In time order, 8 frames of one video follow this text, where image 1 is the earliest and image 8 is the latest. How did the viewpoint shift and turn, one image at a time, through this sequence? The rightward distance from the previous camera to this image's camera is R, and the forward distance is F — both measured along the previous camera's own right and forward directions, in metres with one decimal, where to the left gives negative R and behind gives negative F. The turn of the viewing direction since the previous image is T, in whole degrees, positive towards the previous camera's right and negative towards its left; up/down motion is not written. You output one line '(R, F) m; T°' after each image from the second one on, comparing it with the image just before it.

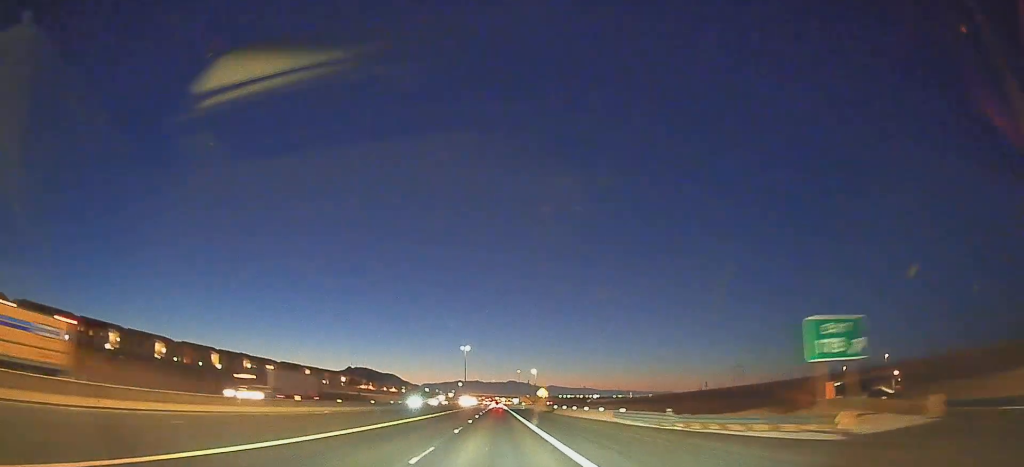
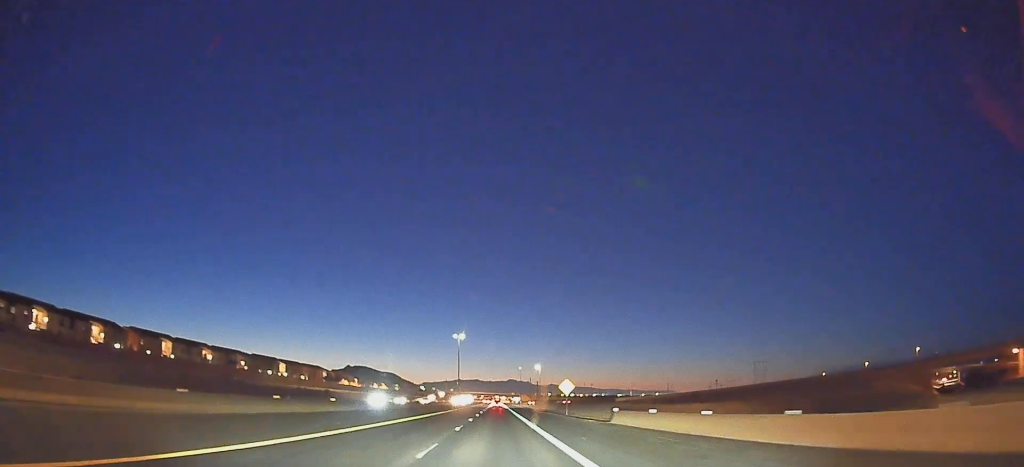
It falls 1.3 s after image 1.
(0.0, +35.0) m; 0°
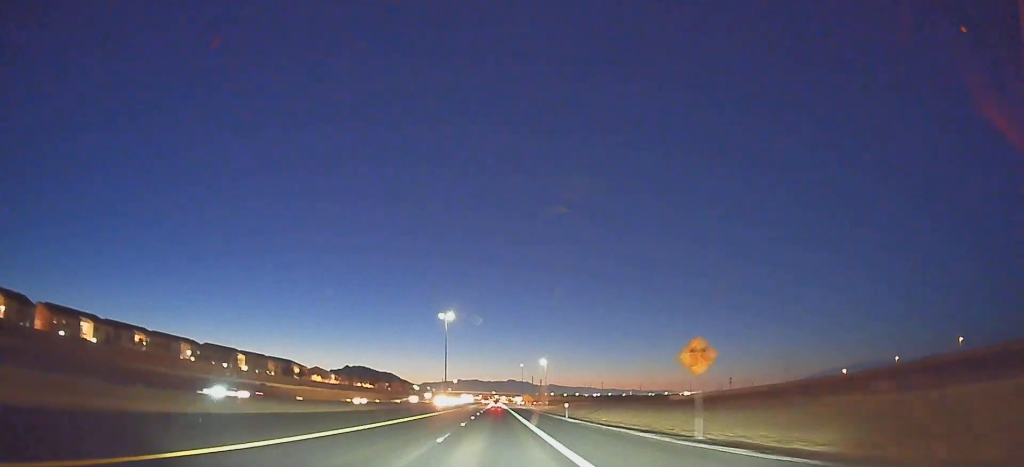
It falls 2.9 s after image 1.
(0.0, +43.0) m; 0°
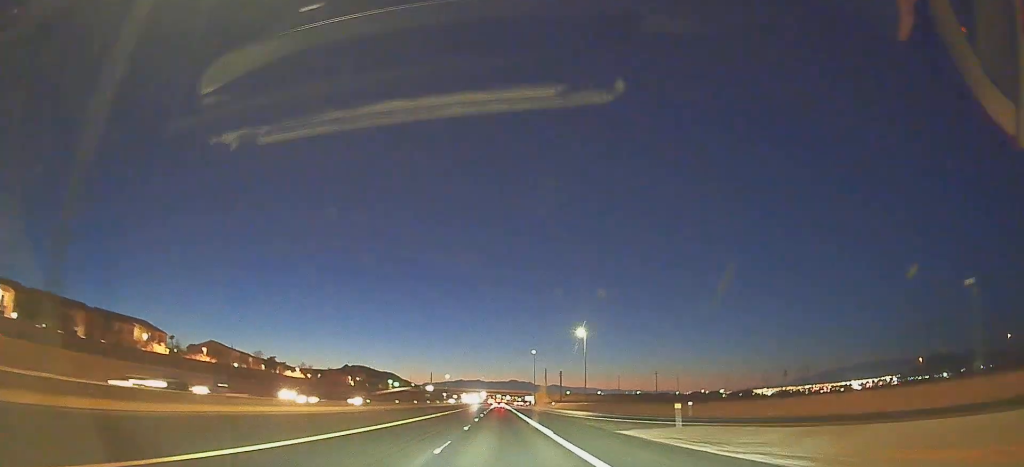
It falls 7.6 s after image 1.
(-0.2, +126.2) m; +1°
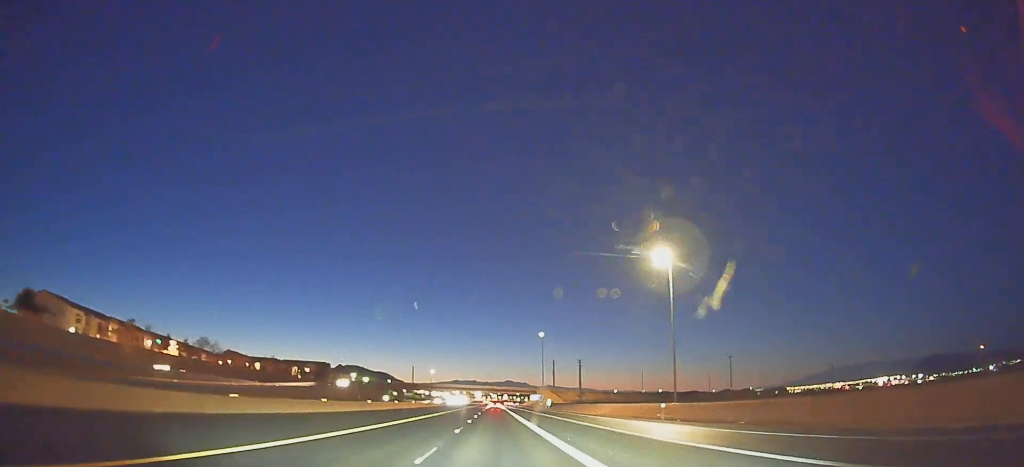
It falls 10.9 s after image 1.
(+1.5, +88.3) m; +1°
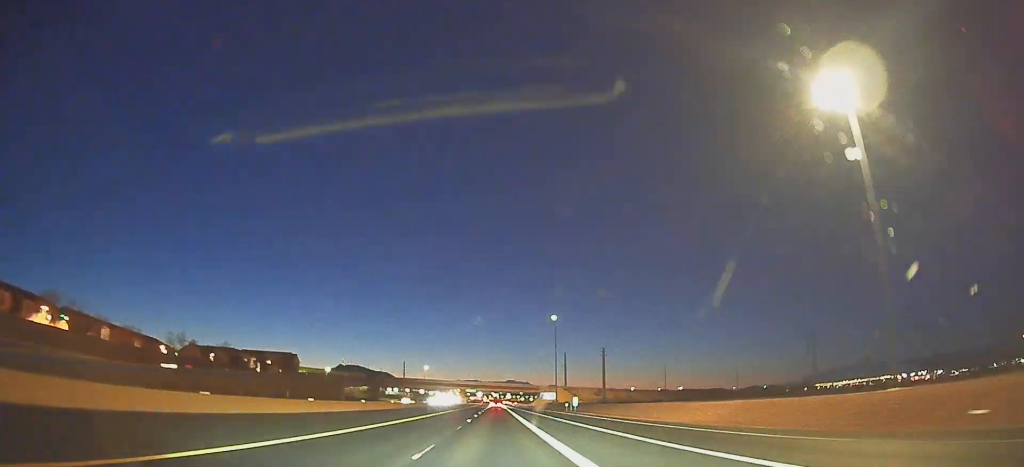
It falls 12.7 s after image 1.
(-0.3, +48.2) m; -1°
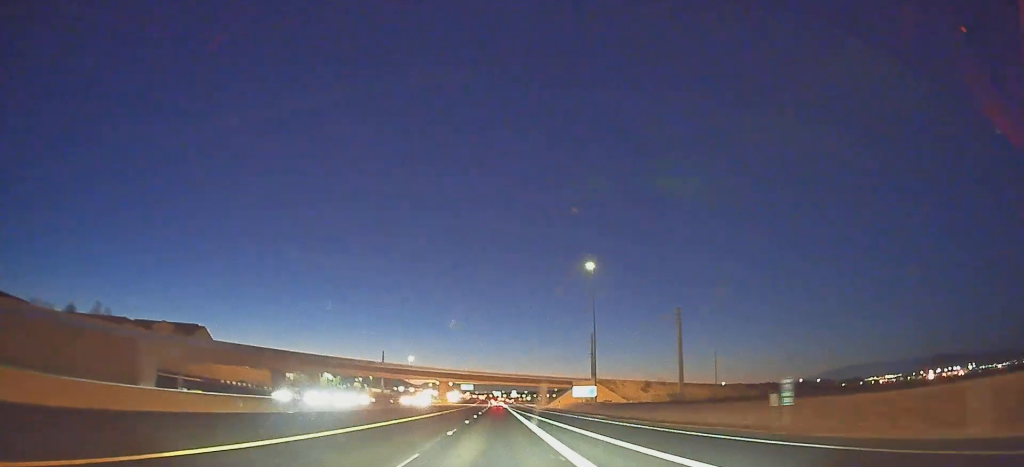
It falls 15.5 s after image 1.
(-1.2, +75.1) m; -1°
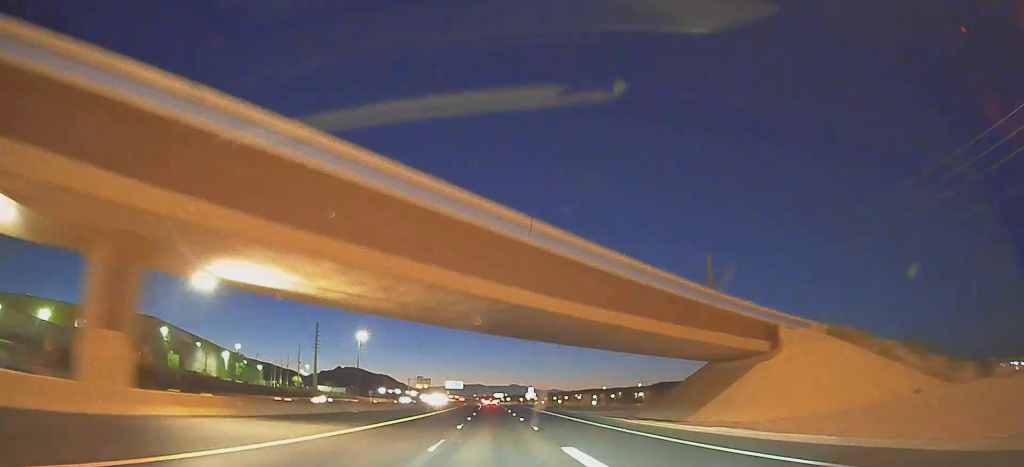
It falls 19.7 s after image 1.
(-0.7, +113.9) m; -1°
